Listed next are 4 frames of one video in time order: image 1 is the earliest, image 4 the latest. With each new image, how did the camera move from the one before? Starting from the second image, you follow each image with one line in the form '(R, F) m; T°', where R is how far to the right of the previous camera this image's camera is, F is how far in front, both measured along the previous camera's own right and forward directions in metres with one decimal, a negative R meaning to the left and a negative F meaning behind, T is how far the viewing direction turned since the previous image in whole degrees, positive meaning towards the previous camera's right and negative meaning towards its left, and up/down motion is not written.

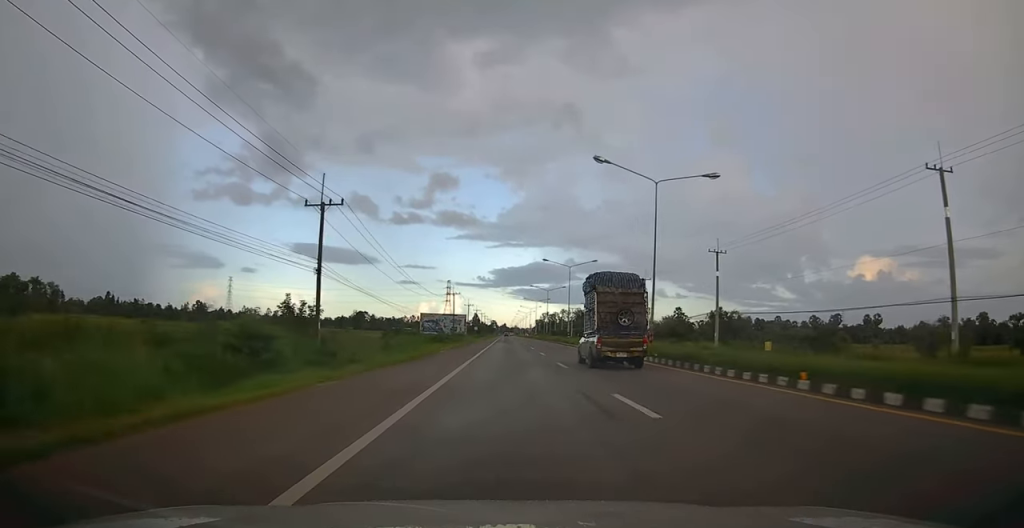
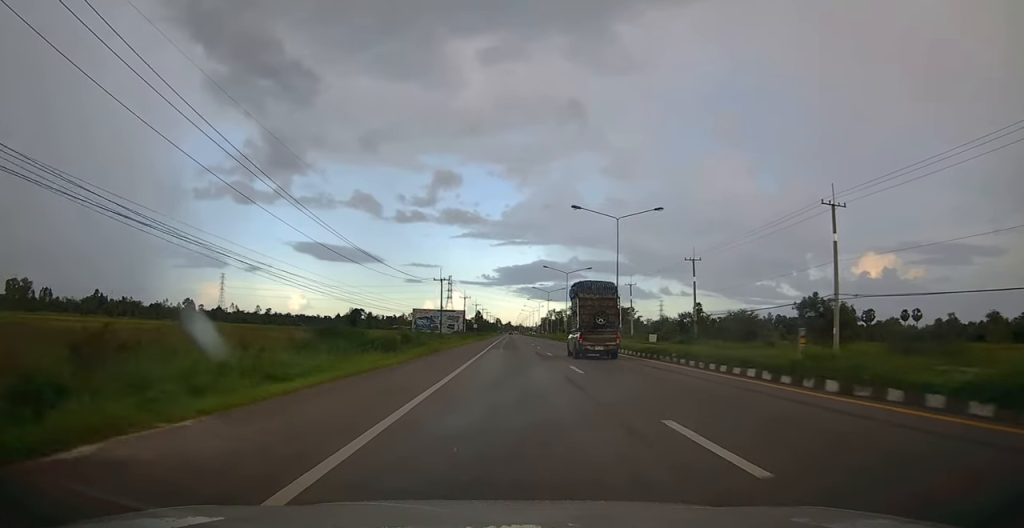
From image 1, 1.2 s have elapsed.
(+0.6, +27.4) m; 0°
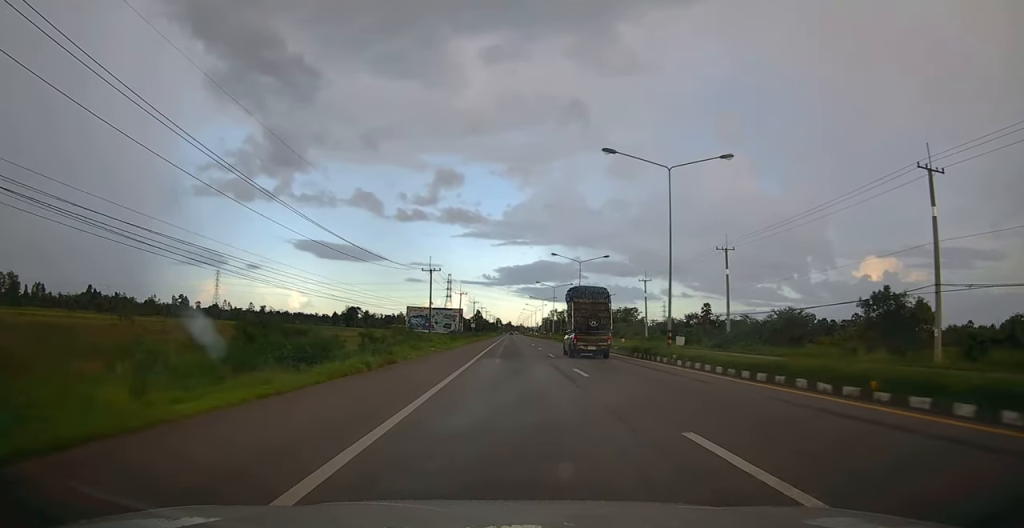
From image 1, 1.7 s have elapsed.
(-0.3, +12.7) m; 0°
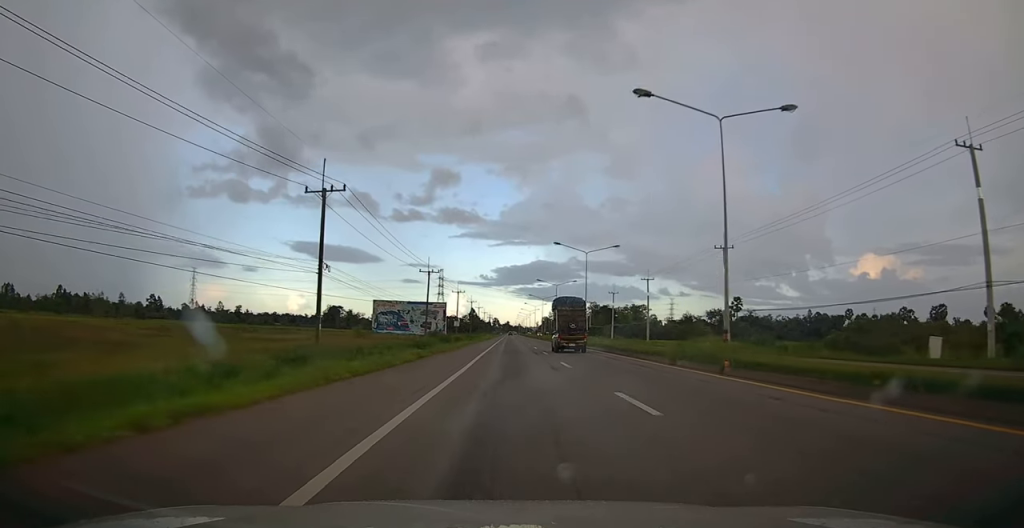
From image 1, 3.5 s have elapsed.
(+0.1, +42.9) m; 0°
